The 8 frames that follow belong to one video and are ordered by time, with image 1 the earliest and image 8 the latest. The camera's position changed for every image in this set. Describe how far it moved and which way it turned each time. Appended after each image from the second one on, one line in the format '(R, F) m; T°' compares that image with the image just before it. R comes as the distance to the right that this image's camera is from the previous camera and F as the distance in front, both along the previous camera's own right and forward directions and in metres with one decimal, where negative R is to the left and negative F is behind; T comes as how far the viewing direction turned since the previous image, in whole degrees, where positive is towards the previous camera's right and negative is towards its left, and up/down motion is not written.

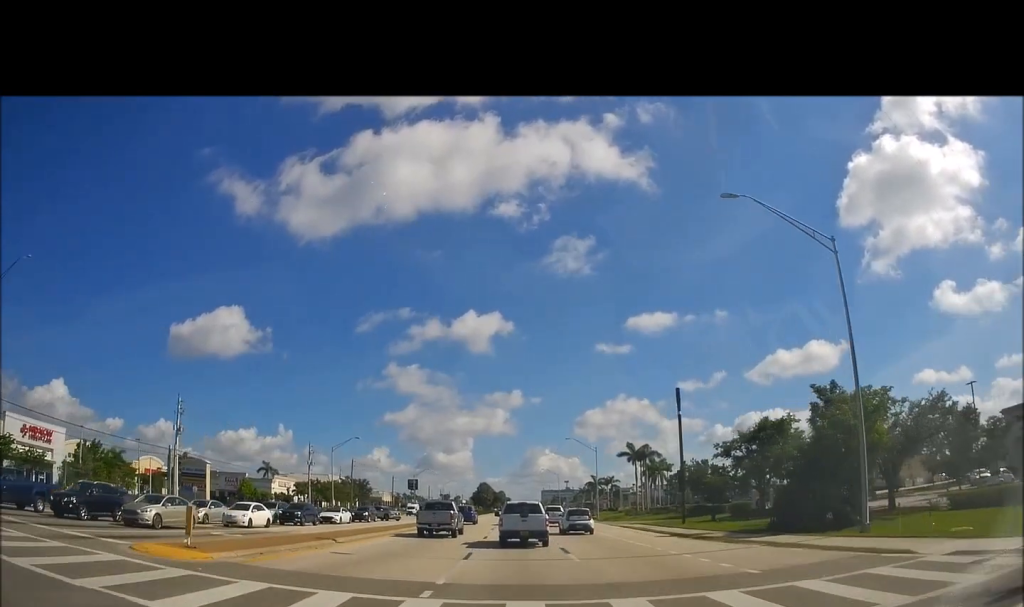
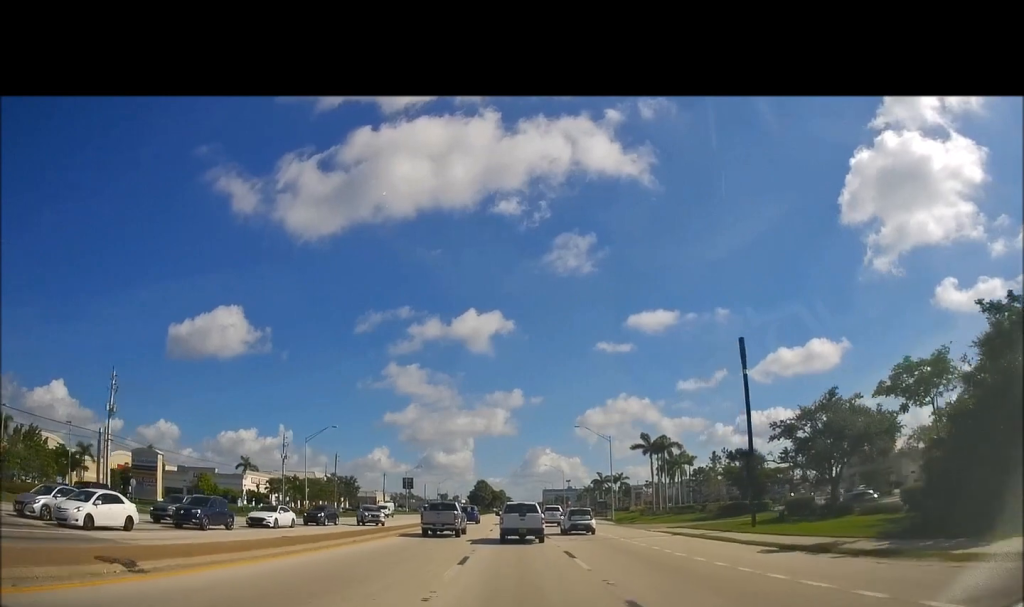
(-0.4, +13.8) m; 0°
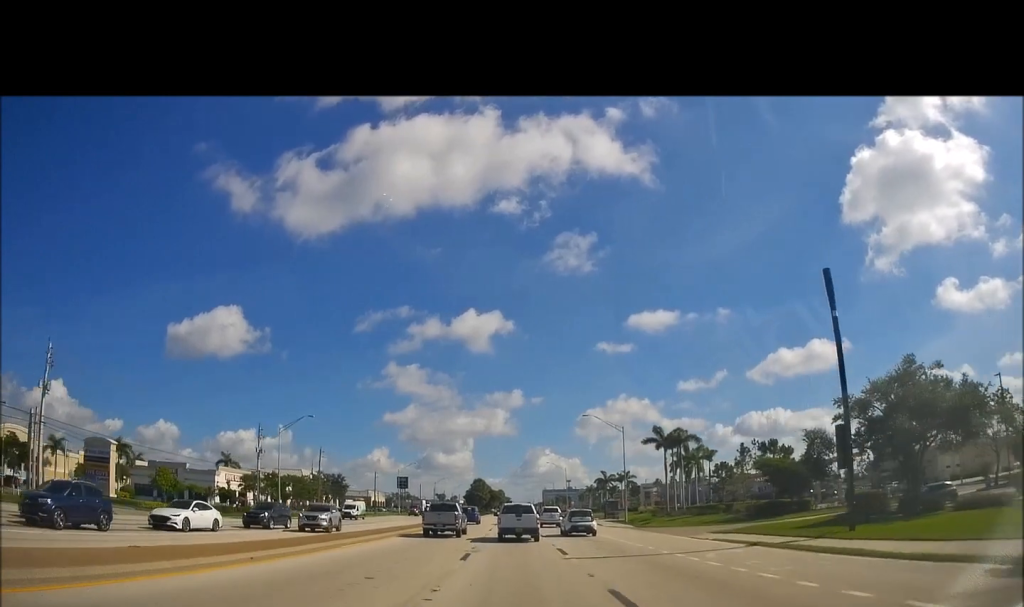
(+0.1, +10.7) m; 0°
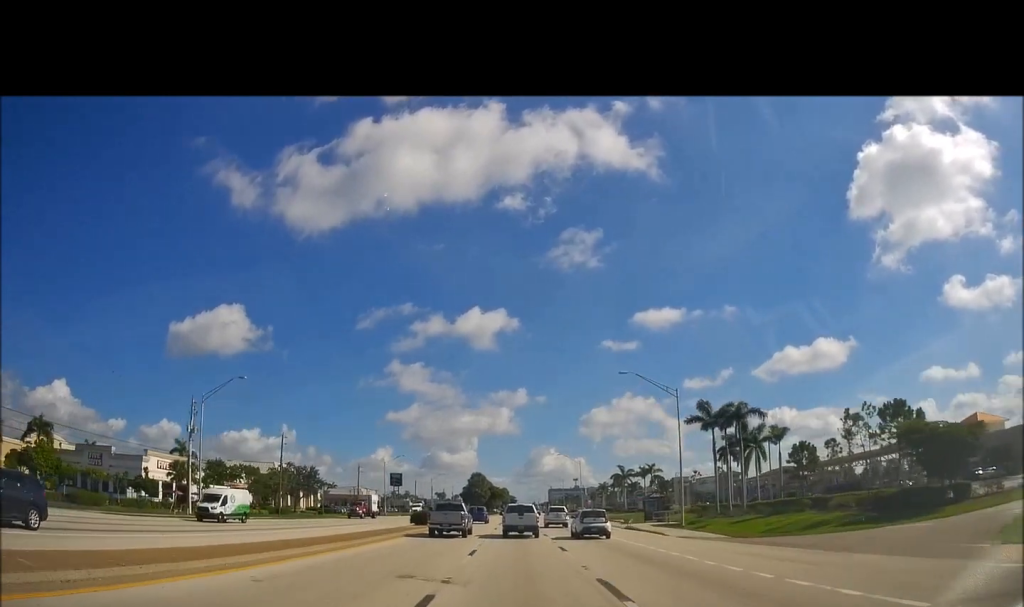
(-0.1, +23.0) m; -1°
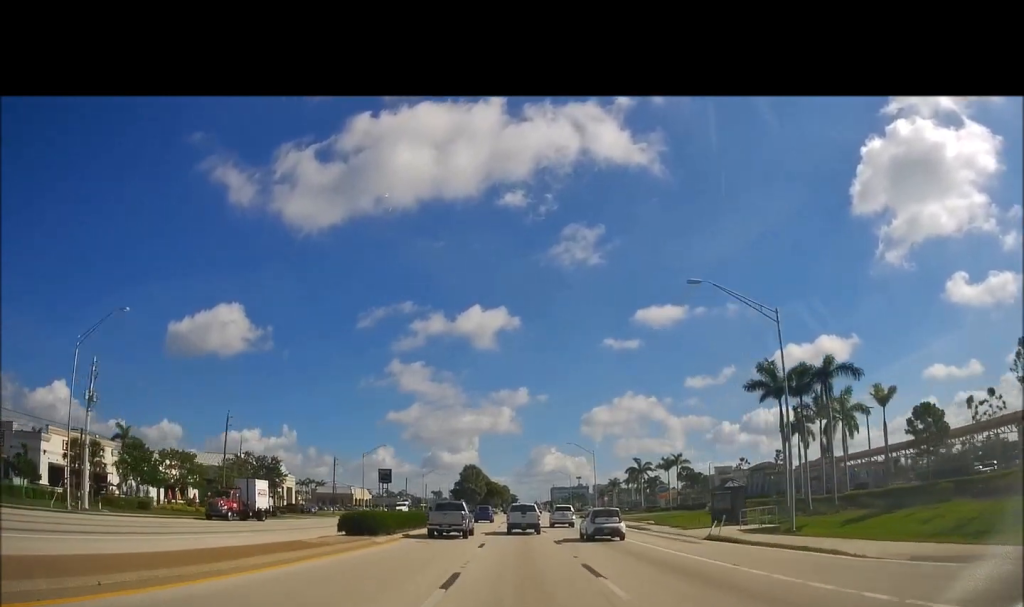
(-0.1, +20.7) m; 0°
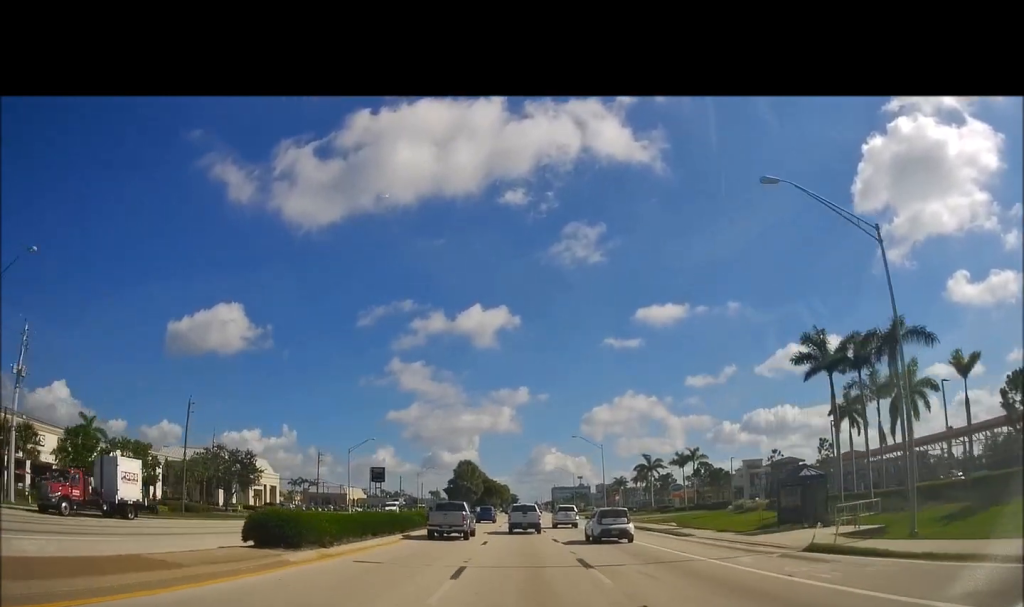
(0.0, +10.7) m; 0°
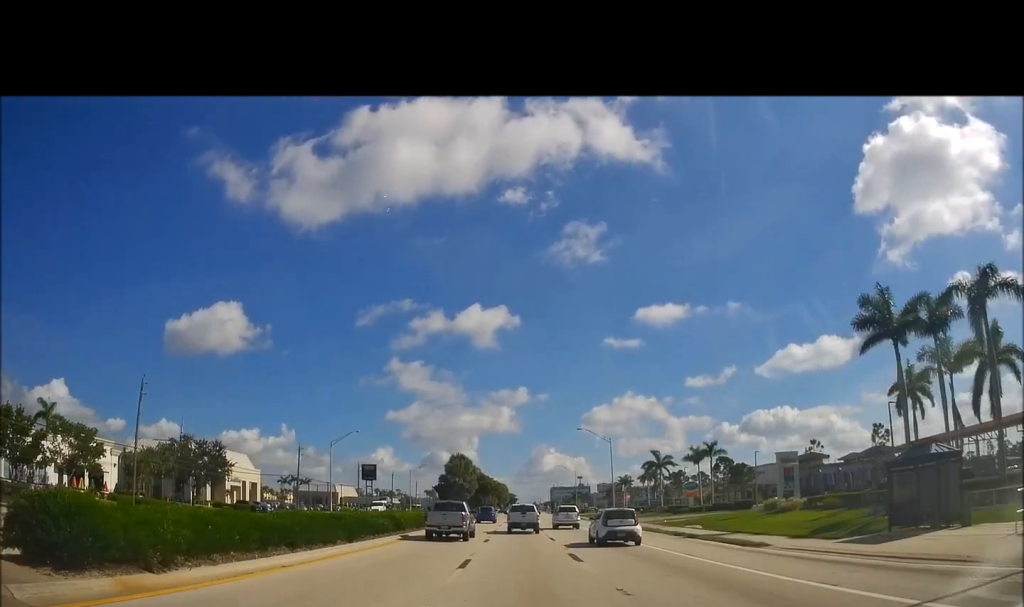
(0.0, +10.2) m; 0°
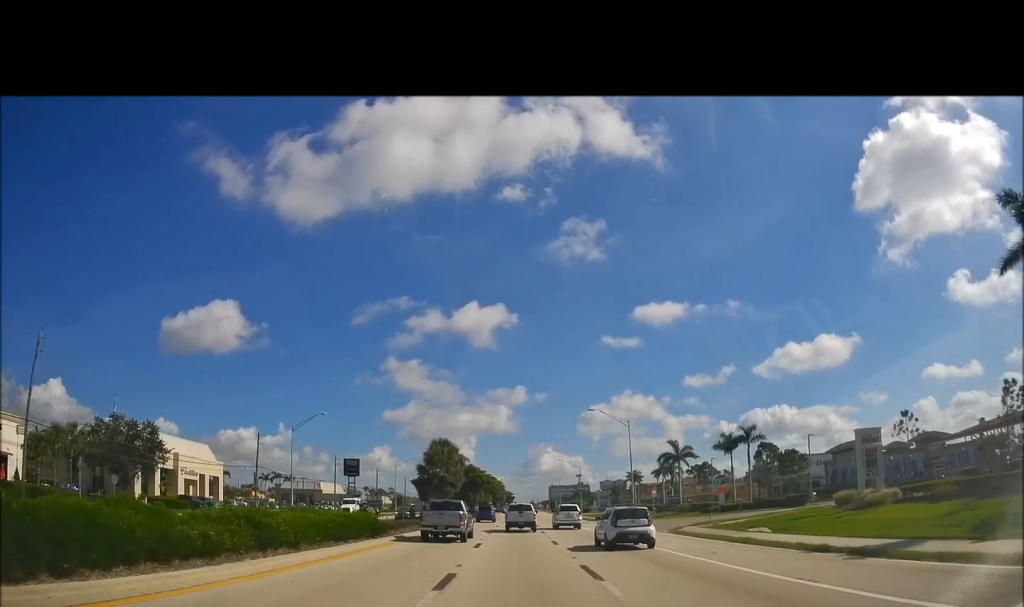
(0.0, +17.0) m; 0°
